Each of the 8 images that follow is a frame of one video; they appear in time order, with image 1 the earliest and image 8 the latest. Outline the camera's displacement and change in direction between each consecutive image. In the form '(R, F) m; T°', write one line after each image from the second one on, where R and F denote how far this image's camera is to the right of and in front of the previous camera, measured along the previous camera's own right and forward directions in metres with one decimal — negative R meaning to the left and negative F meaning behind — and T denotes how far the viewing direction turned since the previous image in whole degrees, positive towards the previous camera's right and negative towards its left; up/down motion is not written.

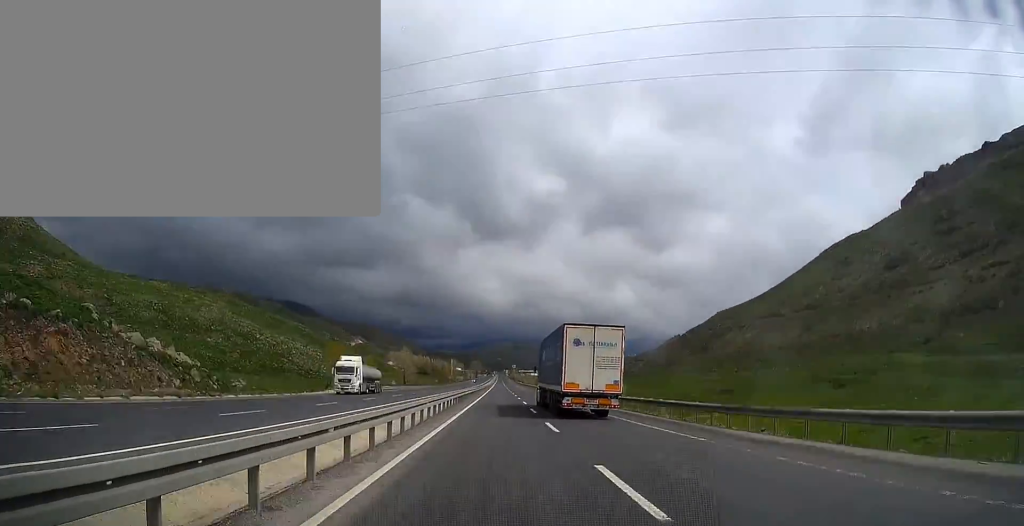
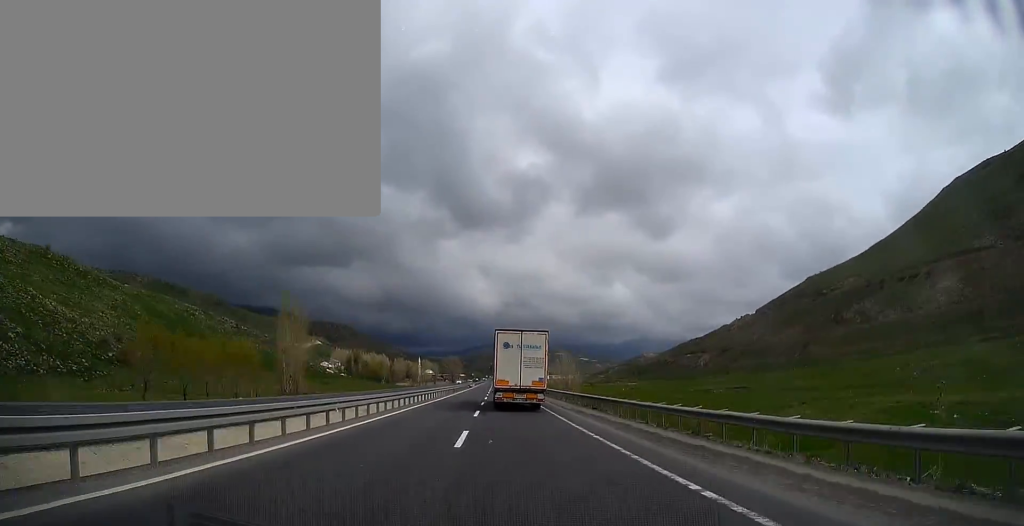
(-5.5, +258.7) m; -1°
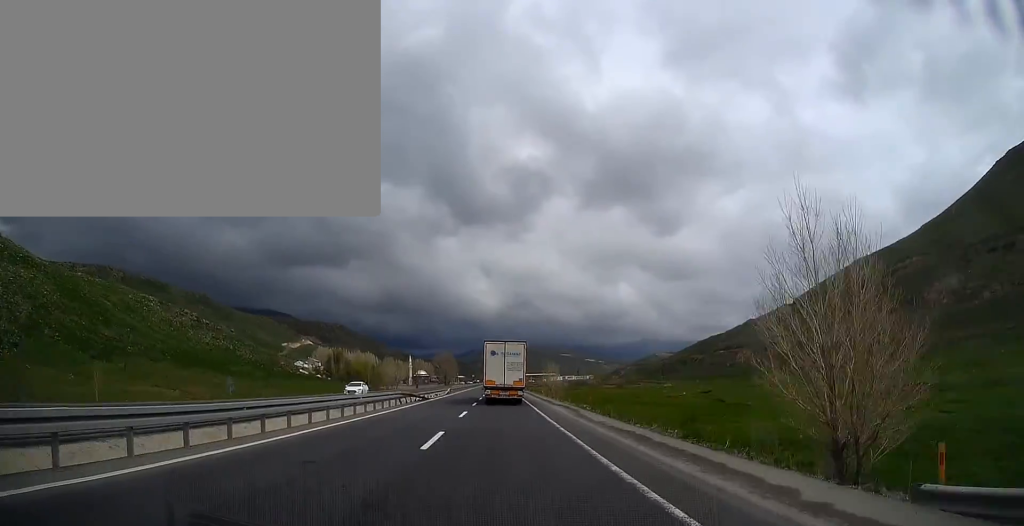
(-0.1, +77.5) m; 0°
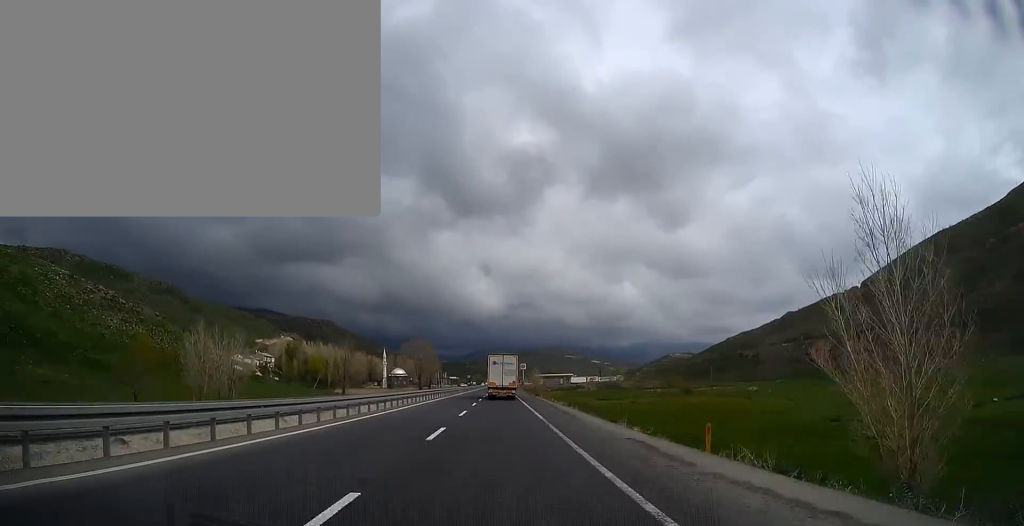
(-0.4, +116.0) m; 0°
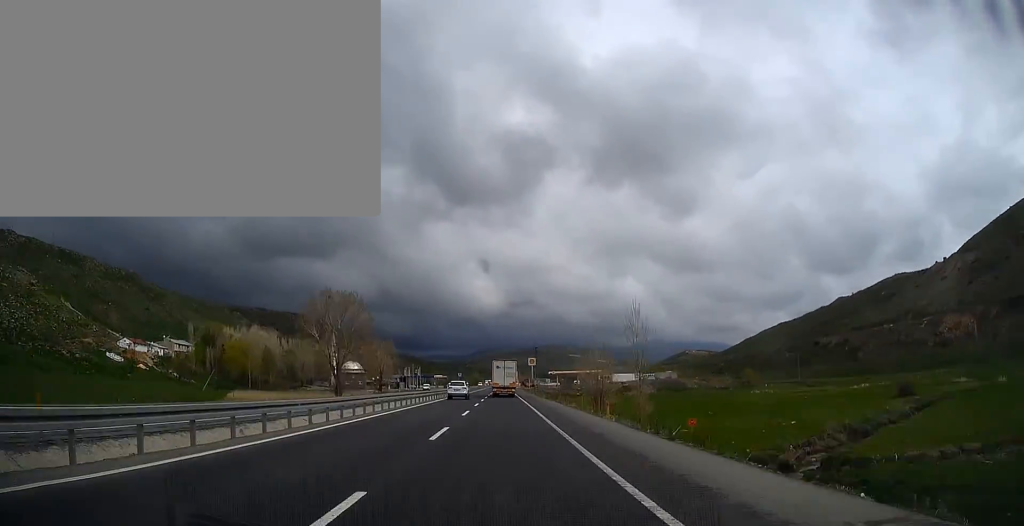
(-0.3, +118.2) m; 0°
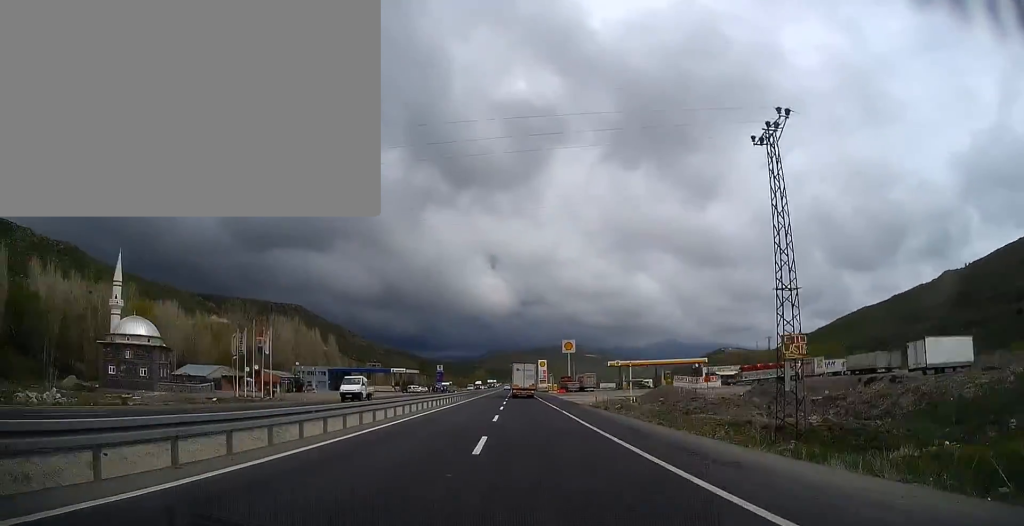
(-0.6, +155.1) m; 0°
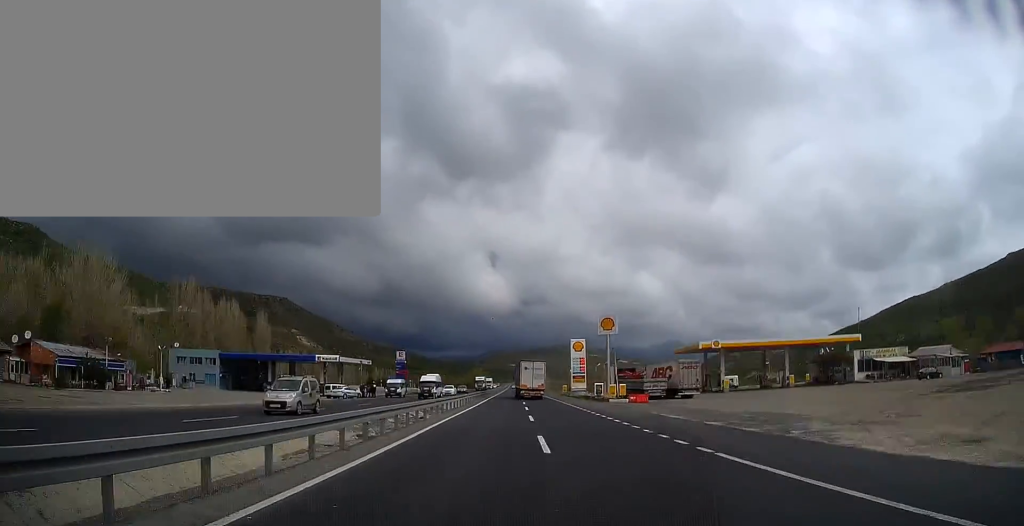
(0.0, +70.9) m; 0°
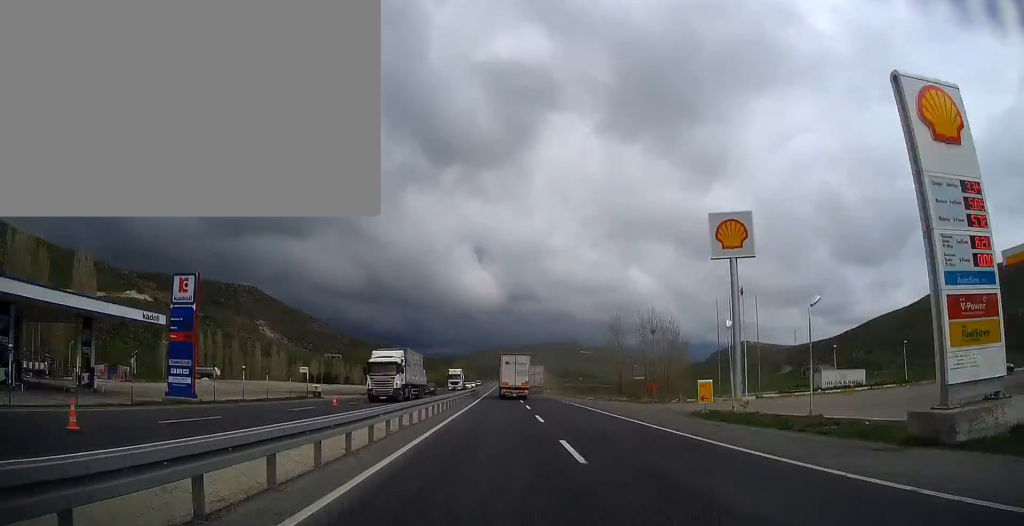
(+0.3, +72.2) m; 0°
